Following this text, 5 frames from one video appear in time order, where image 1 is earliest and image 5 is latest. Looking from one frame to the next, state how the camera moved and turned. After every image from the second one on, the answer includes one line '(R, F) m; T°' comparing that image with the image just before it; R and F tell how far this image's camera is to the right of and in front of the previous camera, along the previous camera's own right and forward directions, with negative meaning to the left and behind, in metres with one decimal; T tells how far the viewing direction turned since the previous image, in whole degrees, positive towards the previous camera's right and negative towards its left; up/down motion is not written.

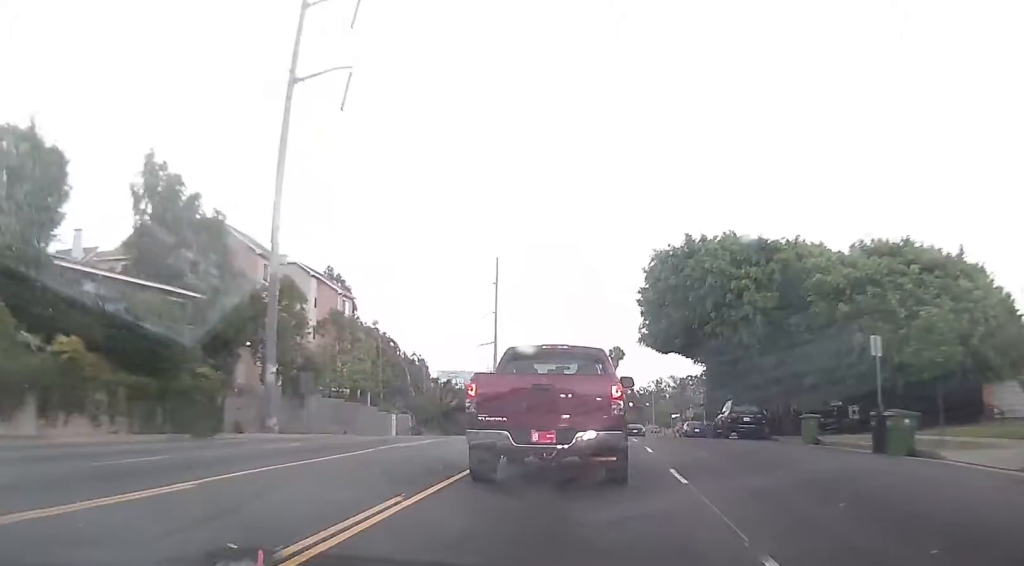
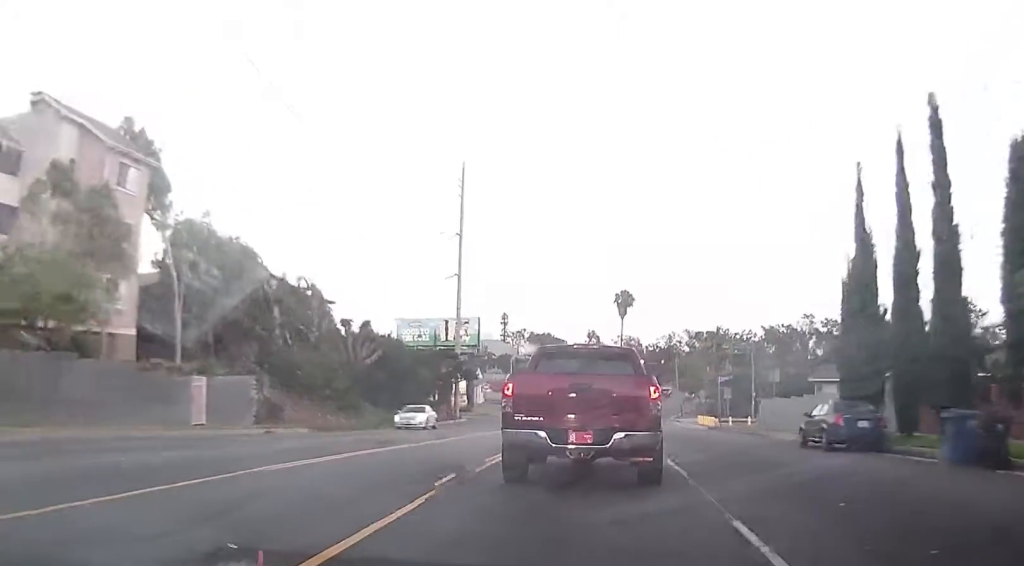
(-0.5, +35.8) m; -1°
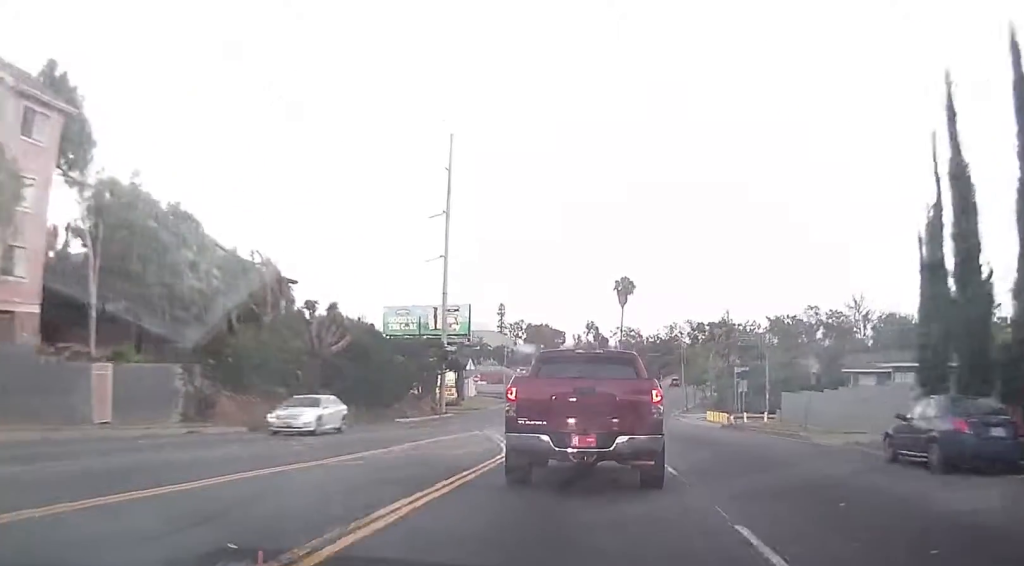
(-0.2, +7.8) m; 0°
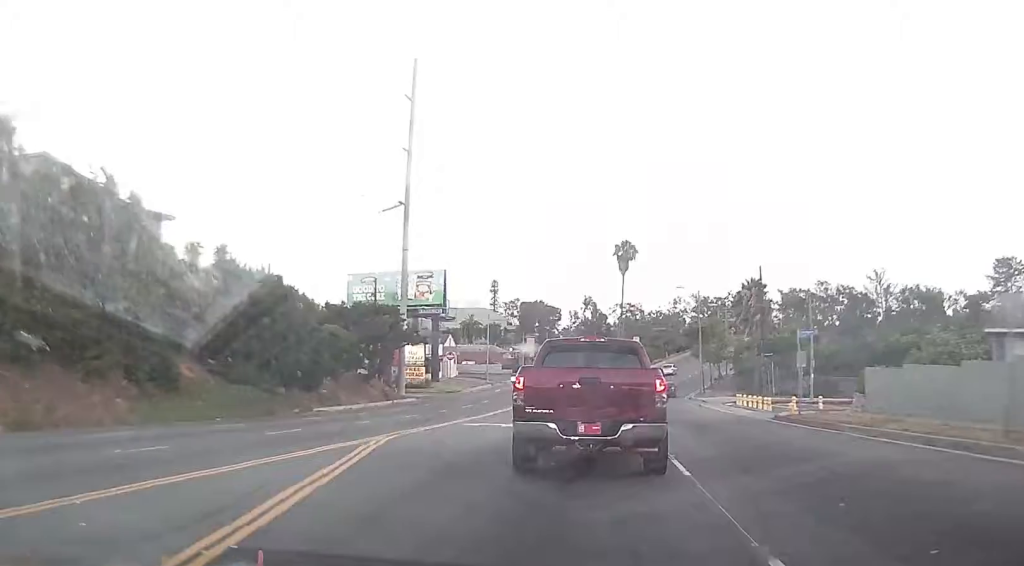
(+0.4, +17.0) m; +1°
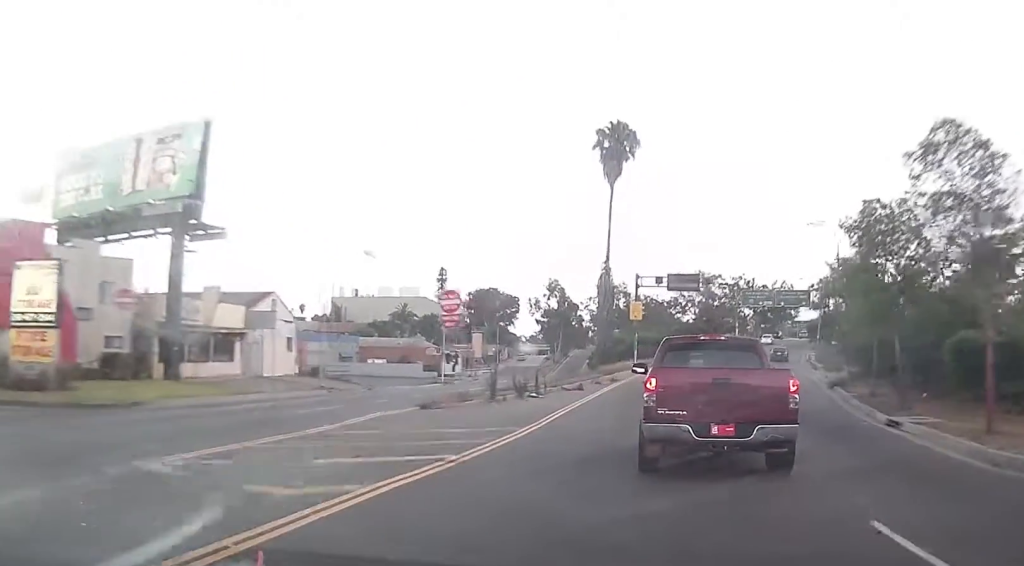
(+0.2, +59.0) m; +3°
